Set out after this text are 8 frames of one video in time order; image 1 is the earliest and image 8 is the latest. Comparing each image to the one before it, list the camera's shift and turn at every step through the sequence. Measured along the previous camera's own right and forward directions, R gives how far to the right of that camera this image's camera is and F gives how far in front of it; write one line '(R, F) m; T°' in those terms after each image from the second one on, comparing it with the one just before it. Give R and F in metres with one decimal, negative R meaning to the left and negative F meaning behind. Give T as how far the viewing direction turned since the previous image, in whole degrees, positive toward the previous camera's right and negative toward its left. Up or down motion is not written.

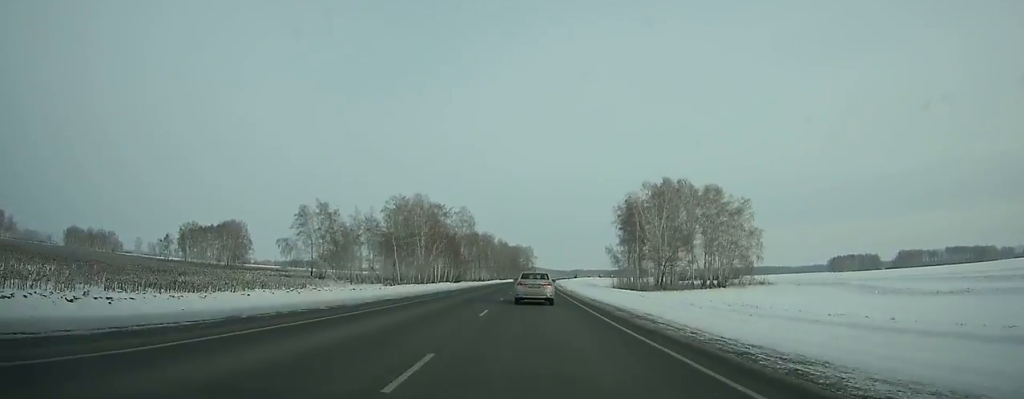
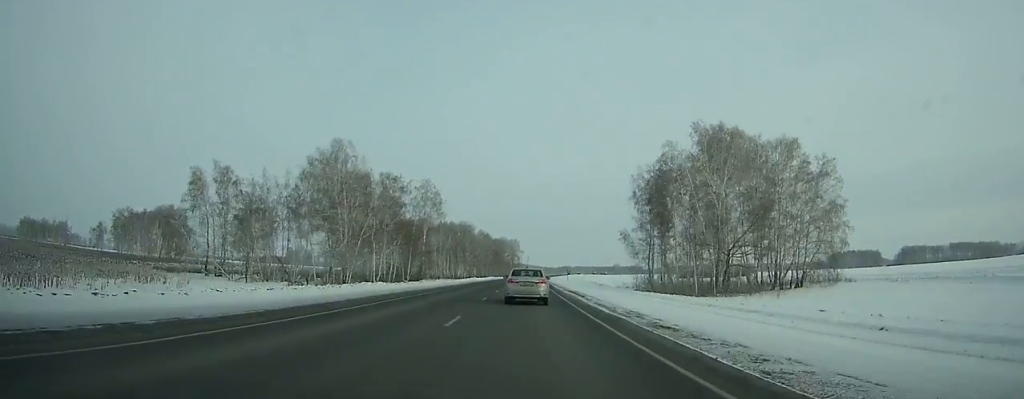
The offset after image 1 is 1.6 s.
(+0.6, +41.2) m; +1°
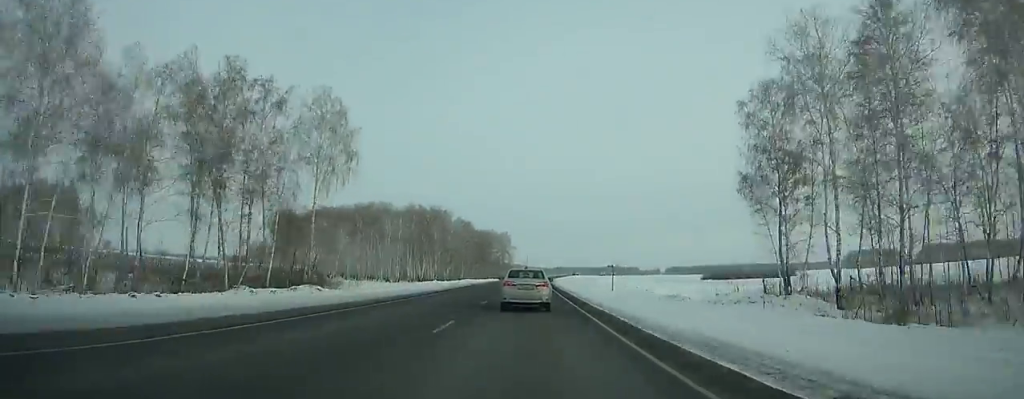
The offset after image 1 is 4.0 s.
(+0.7, +60.8) m; +1°
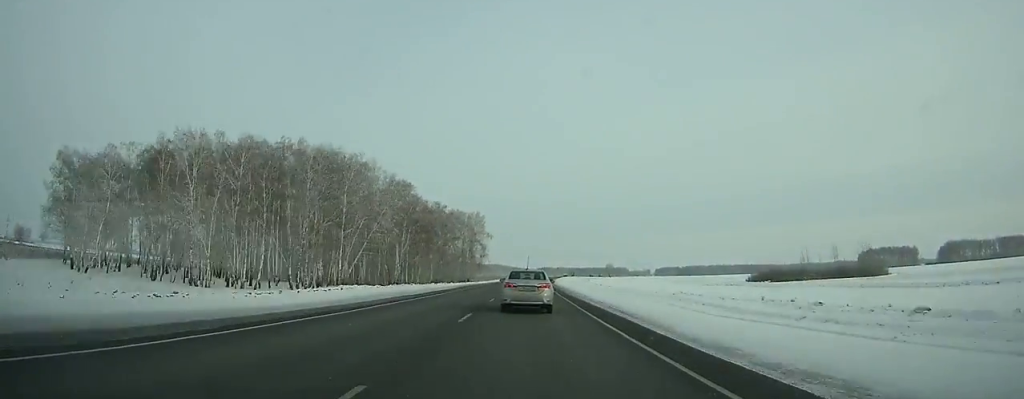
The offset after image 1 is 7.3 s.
(+1.1, +81.3) m; +1°
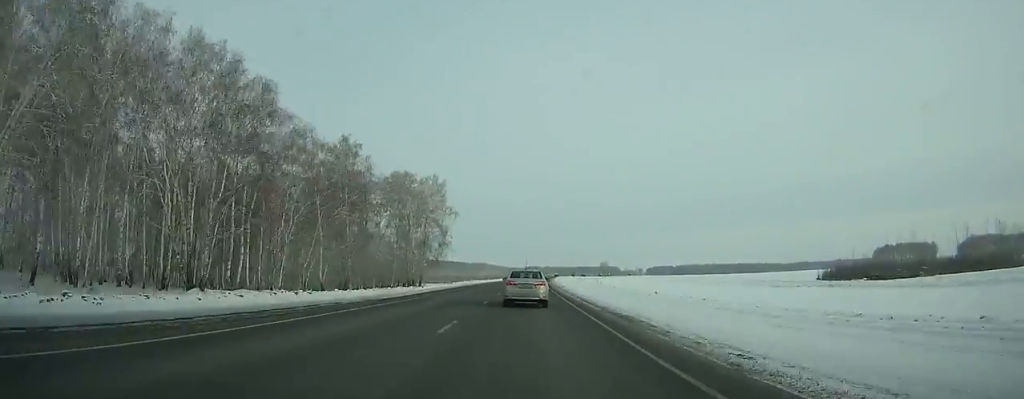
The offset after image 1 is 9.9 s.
(+0.4, +63.0) m; +1°
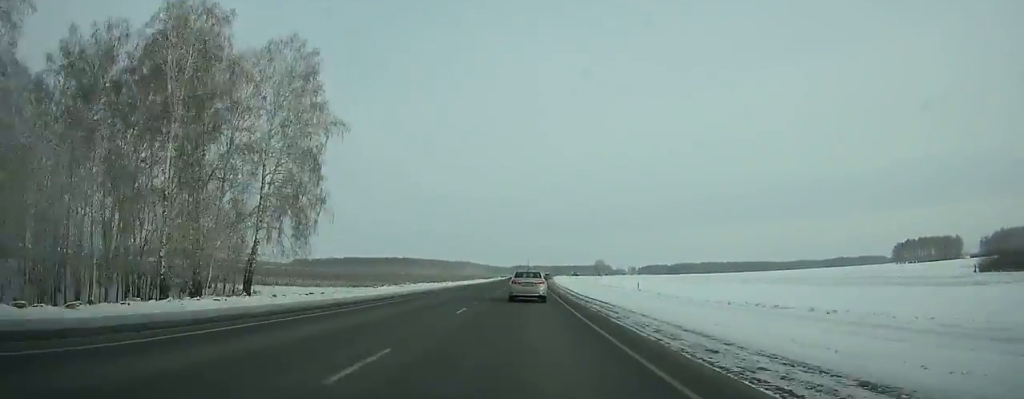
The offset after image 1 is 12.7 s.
(+0.7, +67.8) m; +1°
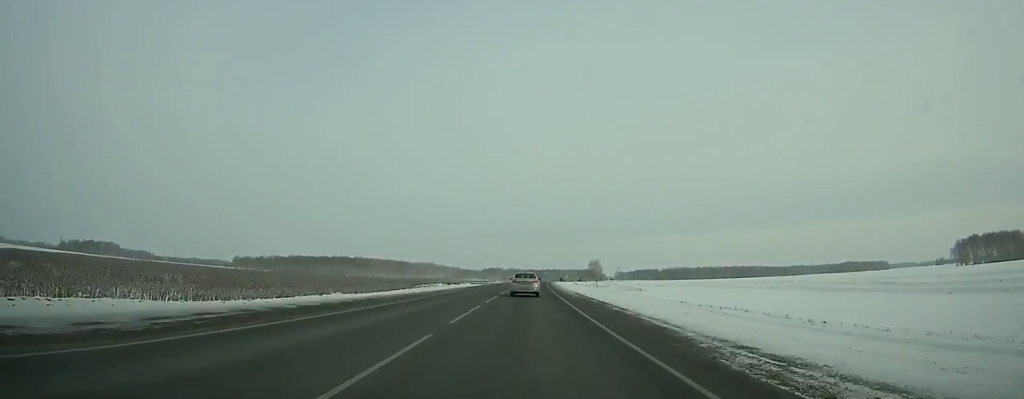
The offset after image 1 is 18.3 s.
(+3.7, +137.6) m; +3°
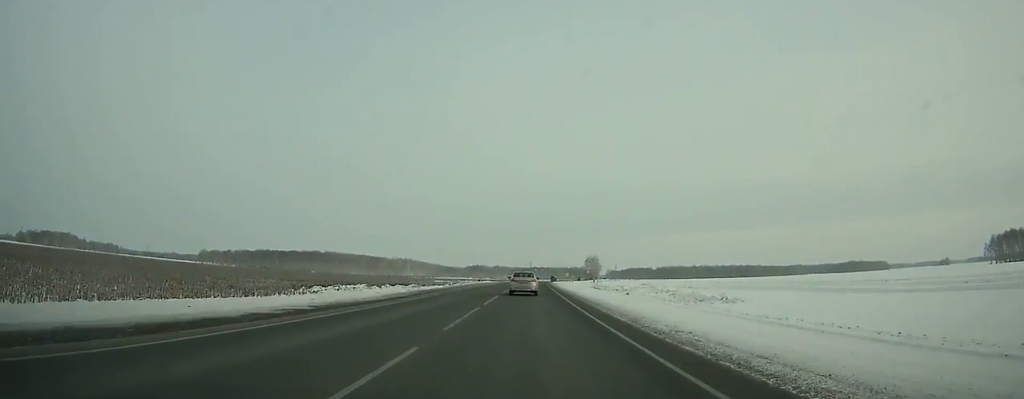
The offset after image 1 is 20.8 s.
(+0.8, +62.3) m; +1°
